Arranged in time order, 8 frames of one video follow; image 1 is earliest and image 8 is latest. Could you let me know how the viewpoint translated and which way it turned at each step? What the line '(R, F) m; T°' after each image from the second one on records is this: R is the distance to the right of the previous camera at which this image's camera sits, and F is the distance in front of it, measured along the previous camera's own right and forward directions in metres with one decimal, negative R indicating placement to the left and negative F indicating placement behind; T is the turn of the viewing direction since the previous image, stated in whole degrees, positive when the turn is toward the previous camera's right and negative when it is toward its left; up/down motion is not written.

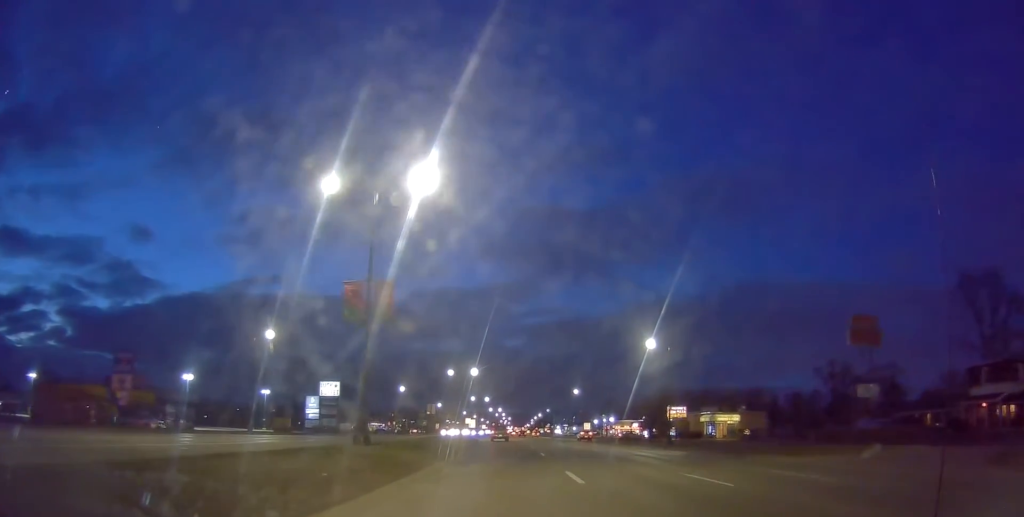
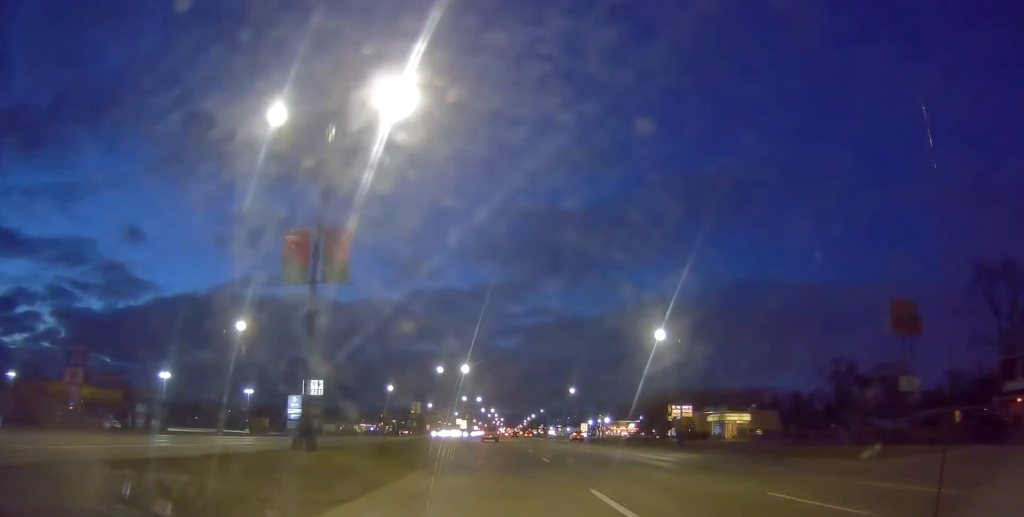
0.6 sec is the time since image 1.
(-0.3, +4.5) m; -5°
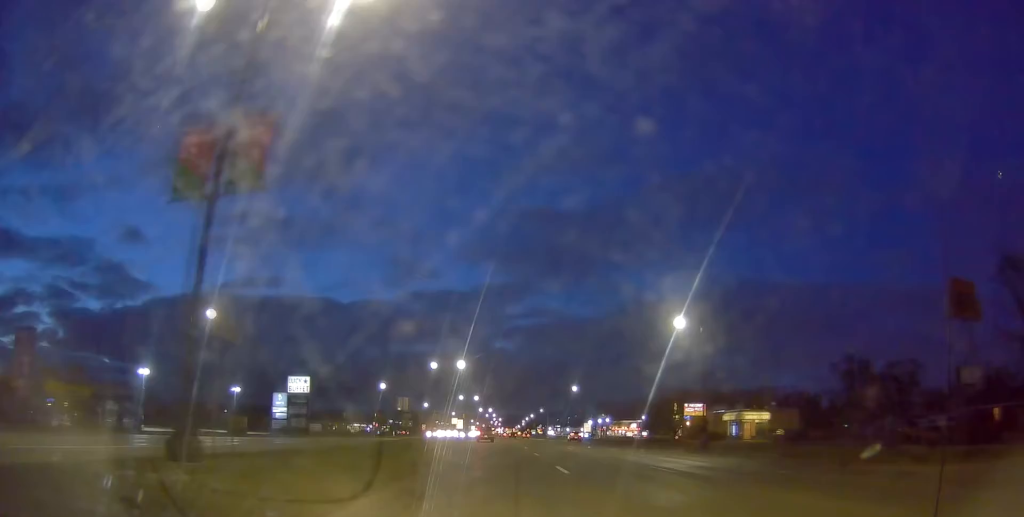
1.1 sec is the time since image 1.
(-0.3, +4.8) m; -5°
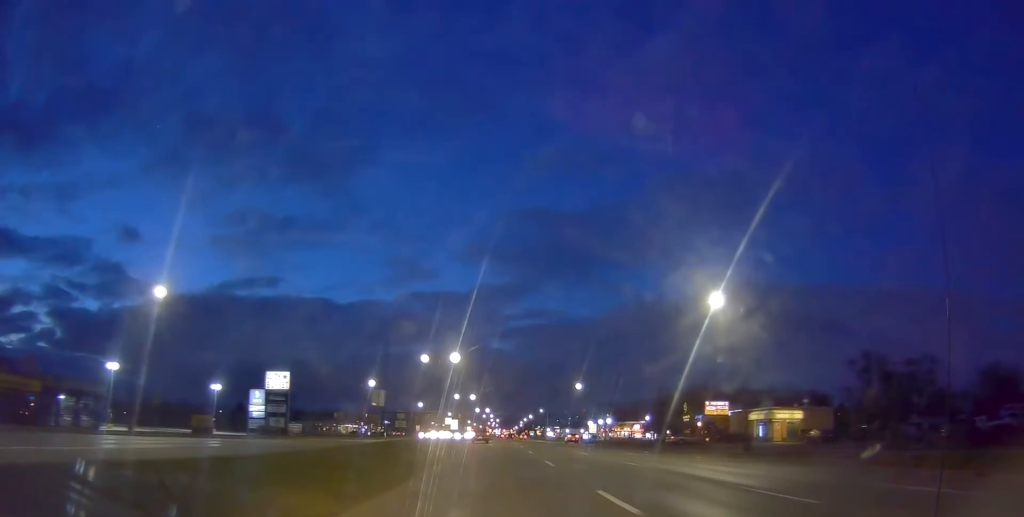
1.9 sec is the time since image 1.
(-0.2, +7.2) m; +1°
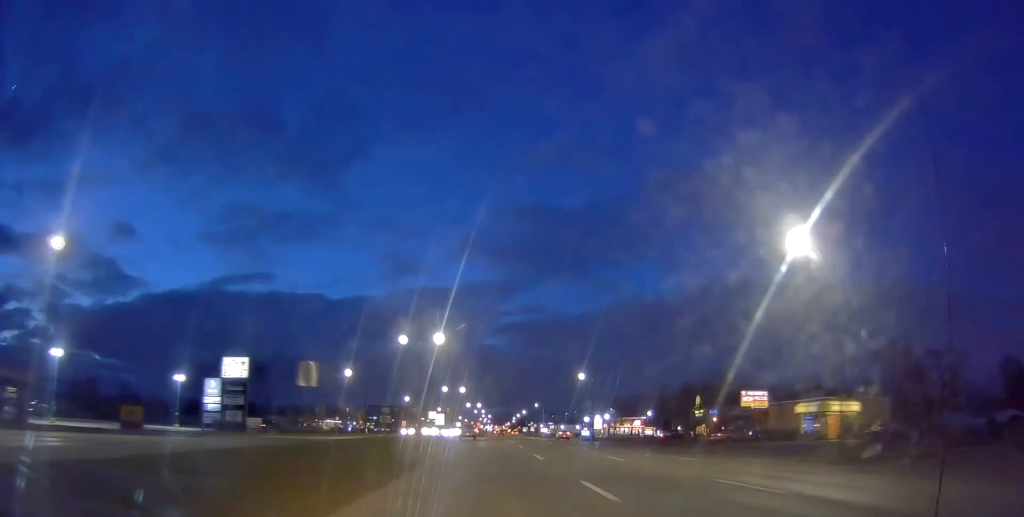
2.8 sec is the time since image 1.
(+0.3, +10.7) m; 0°
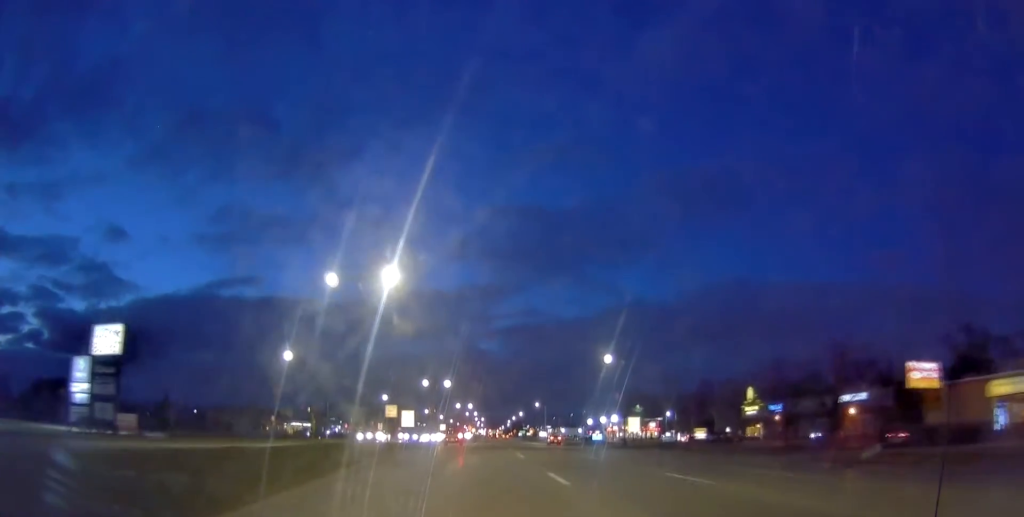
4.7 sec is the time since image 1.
(-1.9, +24.2) m; -7°
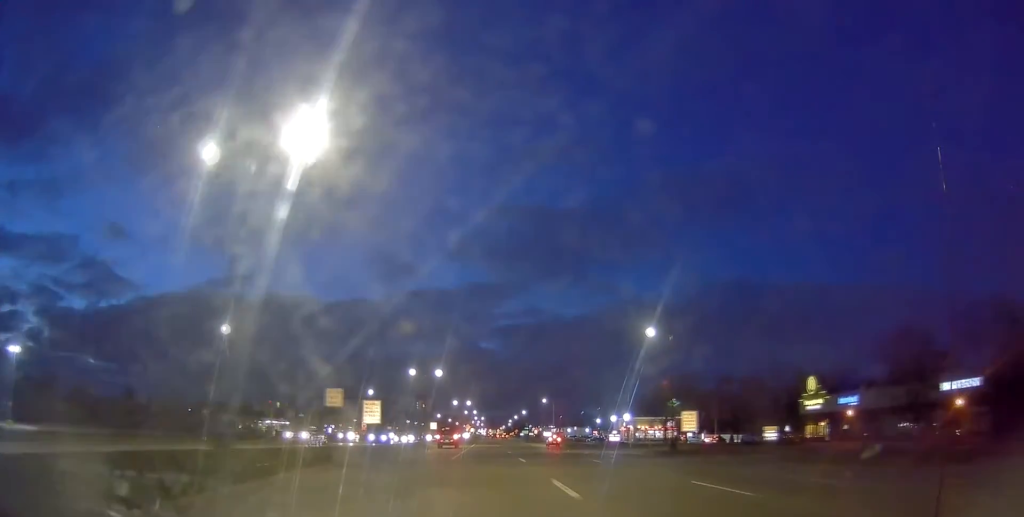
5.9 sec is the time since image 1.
(+0.2, +17.3) m; +2°
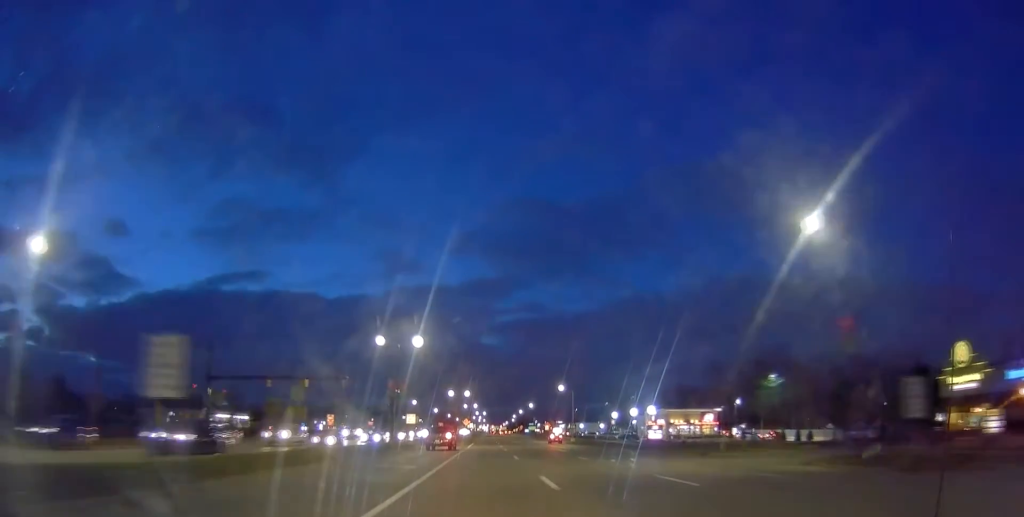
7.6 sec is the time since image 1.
(+0.5, +28.0) m; +1°
